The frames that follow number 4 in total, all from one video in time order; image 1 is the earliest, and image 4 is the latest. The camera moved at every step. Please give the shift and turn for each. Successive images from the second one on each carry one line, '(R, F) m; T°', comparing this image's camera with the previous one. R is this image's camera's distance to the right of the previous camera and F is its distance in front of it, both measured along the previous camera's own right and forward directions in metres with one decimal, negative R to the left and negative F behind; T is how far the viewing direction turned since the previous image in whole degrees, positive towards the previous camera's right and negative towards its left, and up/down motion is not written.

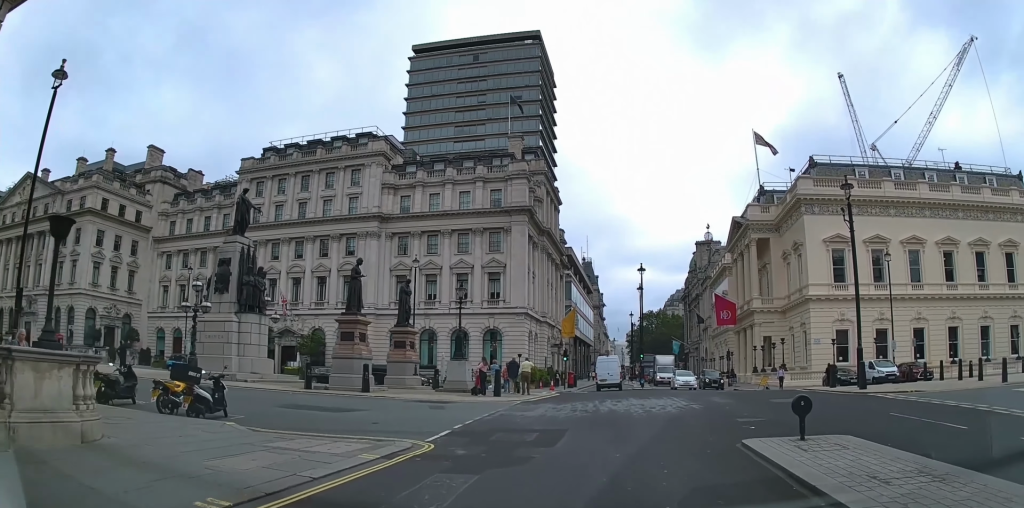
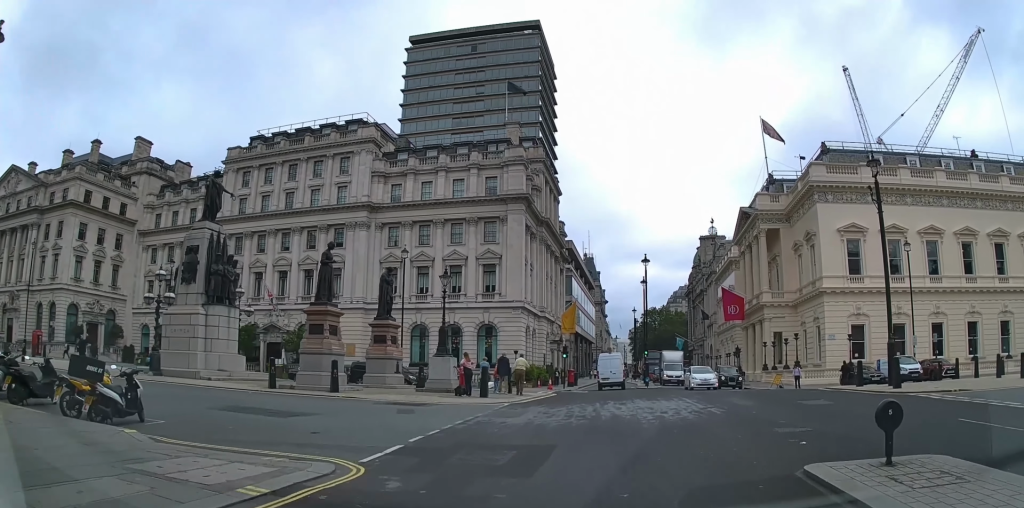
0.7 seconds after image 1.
(+0.3, +2.4) m; -1°
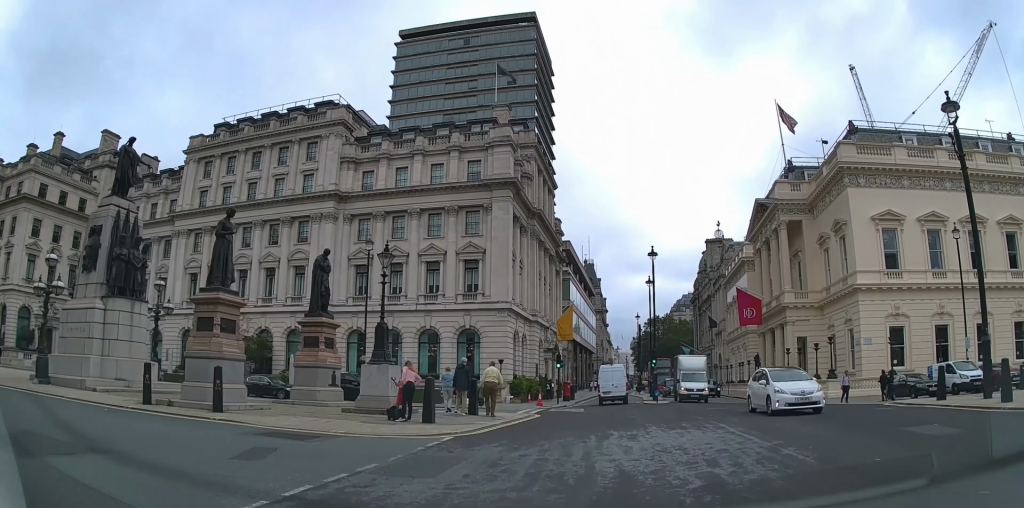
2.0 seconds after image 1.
(-0.3, +6.1) m; 0°
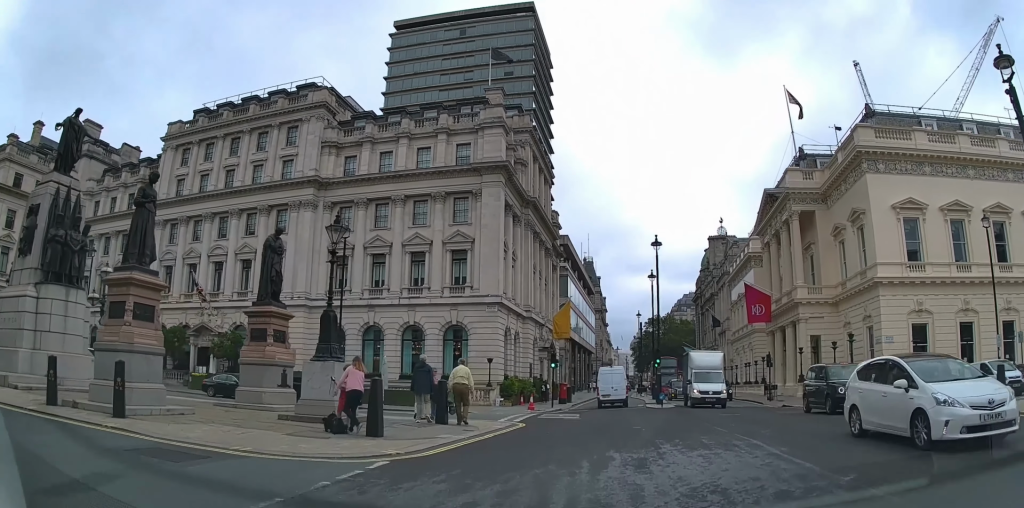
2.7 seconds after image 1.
(+0.3, +3.3) m; +1°
